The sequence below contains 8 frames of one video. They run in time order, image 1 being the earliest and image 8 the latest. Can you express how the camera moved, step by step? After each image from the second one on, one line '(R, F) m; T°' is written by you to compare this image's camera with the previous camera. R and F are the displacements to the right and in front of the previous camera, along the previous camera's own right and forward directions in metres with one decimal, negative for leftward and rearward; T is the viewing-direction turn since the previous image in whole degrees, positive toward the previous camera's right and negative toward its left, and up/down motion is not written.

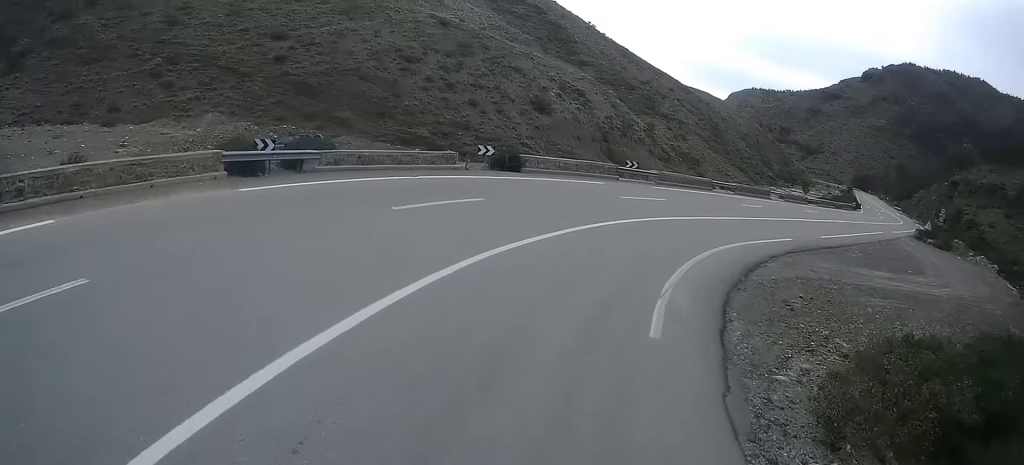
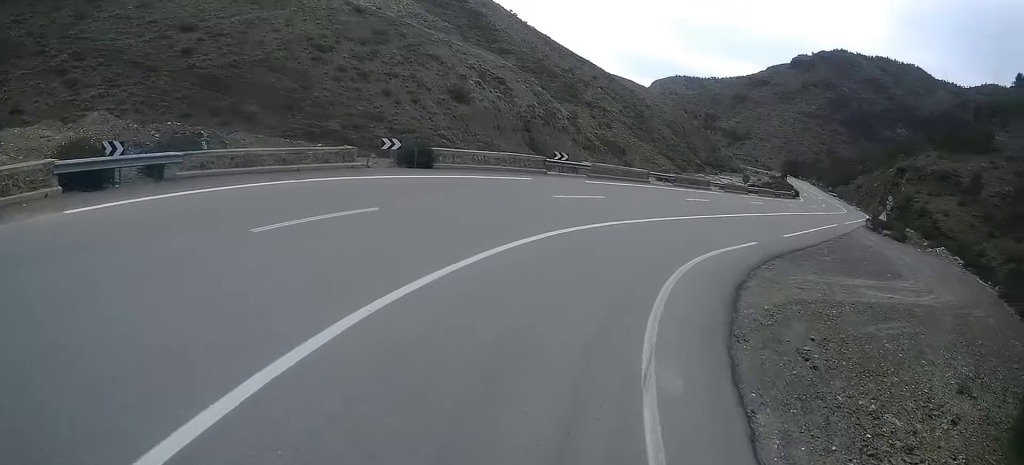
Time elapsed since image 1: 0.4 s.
(+0.8, +3.8) m; +6°
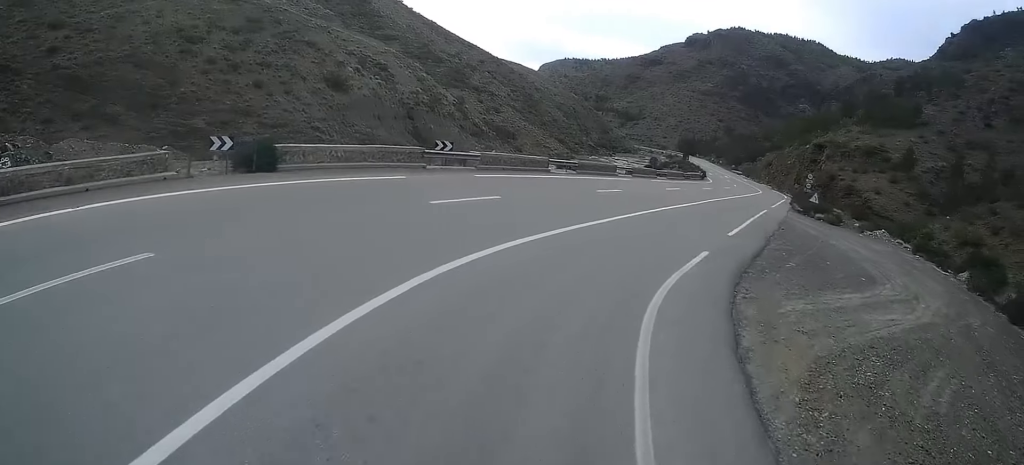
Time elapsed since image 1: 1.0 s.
(+0.6, +5.3) m; +8°
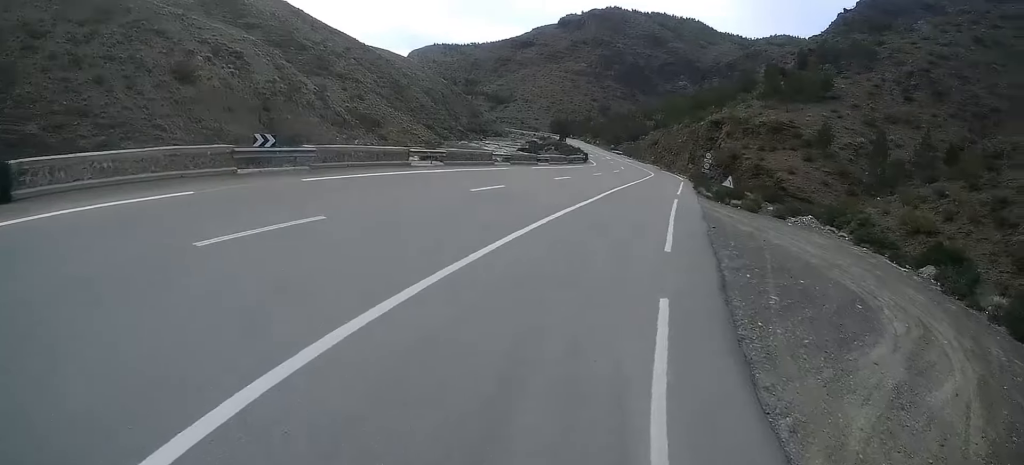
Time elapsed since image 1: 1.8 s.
(-0.1, +6.4) m; +9°
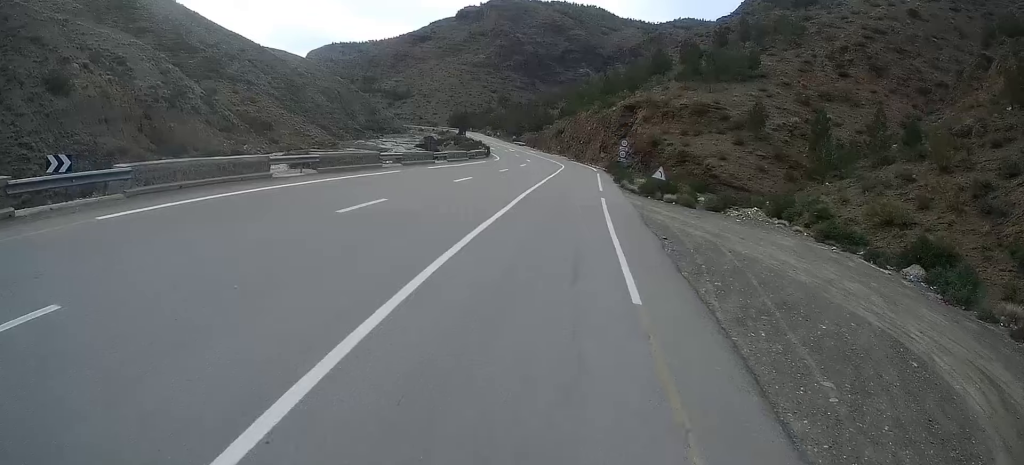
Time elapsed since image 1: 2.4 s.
(+0.7, +5.5) m; +8°
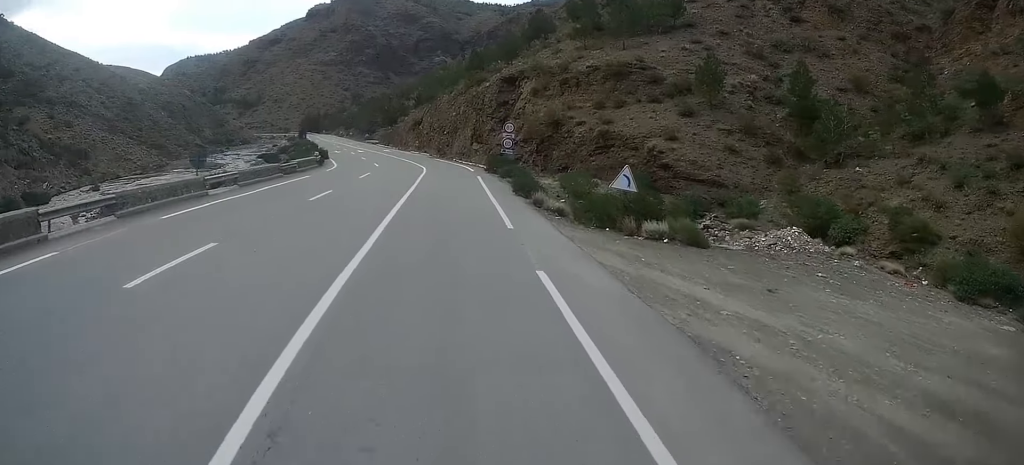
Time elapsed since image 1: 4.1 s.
(+2.9, +17.6) m; +13°
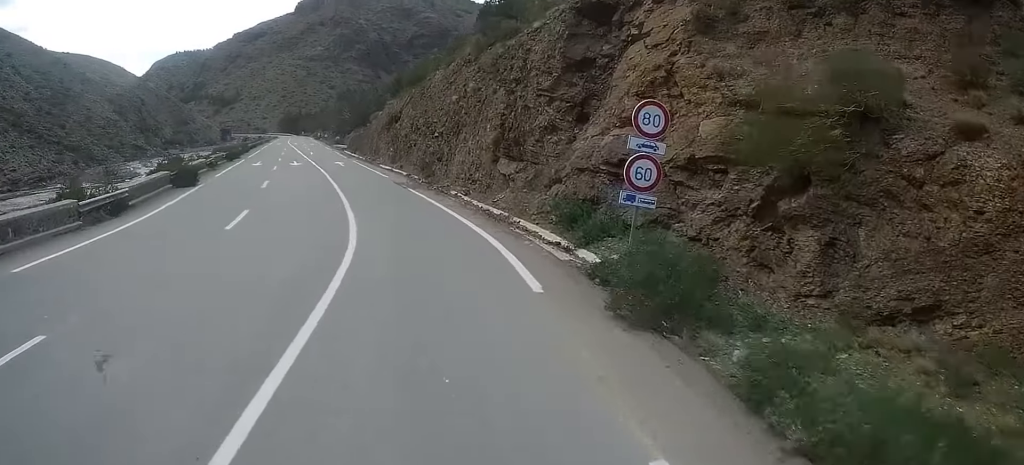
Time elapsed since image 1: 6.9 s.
(+0.9, +32.6) m; -3°
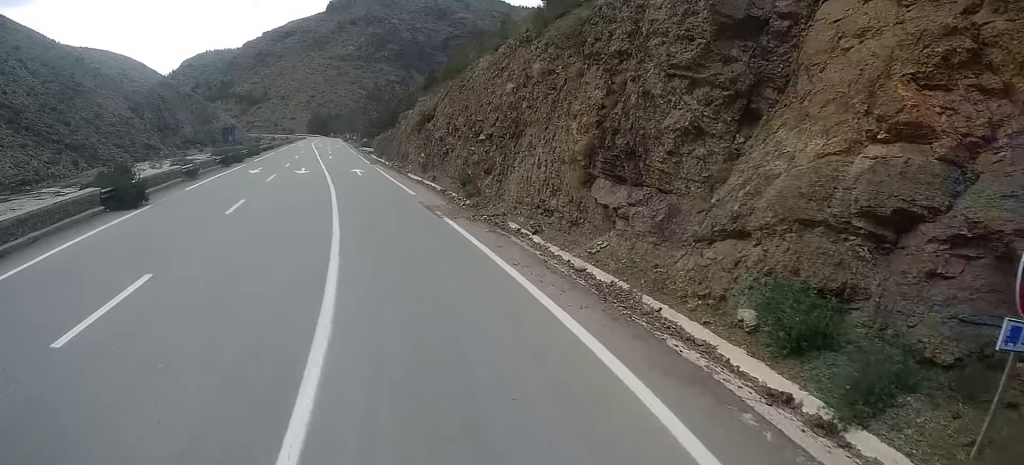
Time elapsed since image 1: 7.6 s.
(-0.7, +9.8) m; -3°
